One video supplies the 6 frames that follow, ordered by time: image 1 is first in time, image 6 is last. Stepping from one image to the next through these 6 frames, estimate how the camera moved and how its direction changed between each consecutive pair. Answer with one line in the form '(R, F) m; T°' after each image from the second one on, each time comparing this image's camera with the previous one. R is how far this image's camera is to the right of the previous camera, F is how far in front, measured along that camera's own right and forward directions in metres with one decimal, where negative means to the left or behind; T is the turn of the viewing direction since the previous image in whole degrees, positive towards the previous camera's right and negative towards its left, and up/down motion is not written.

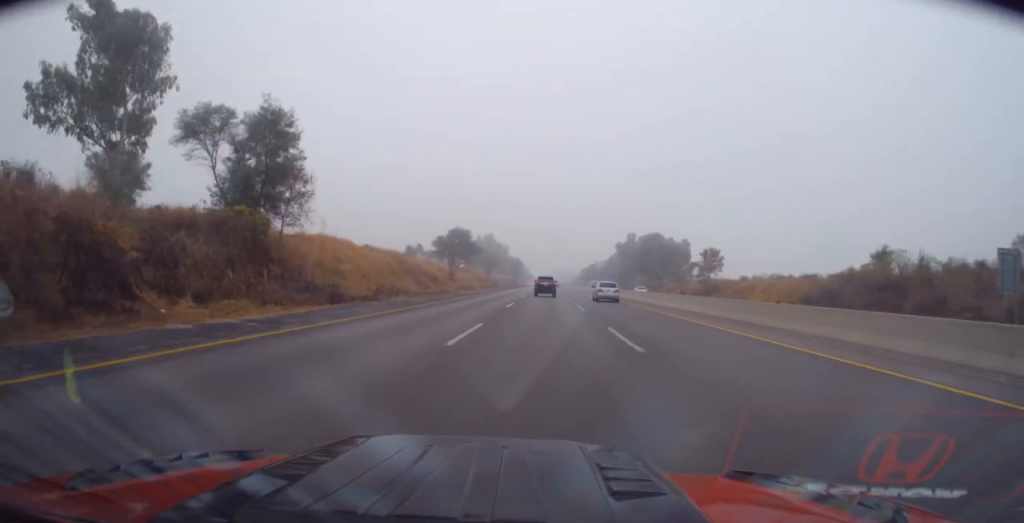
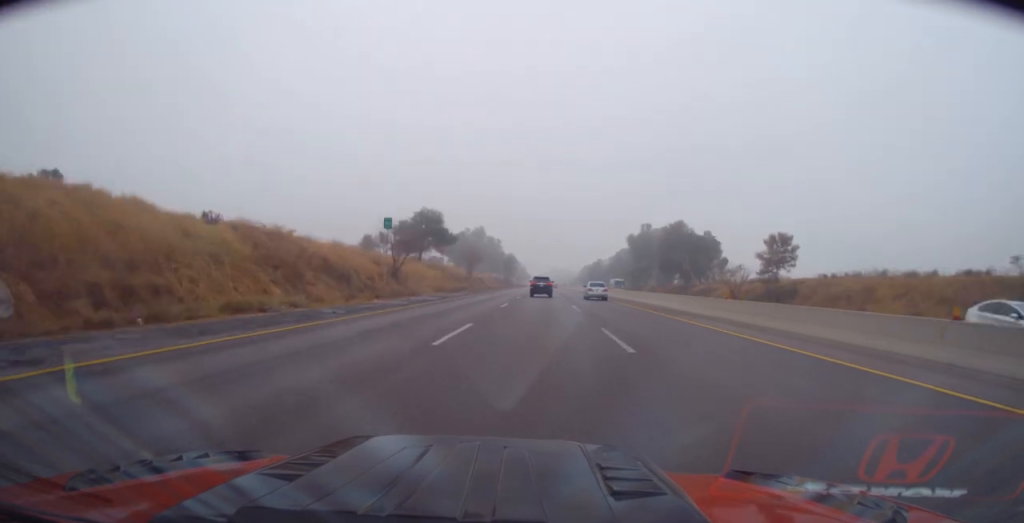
(+0.4, +35.8) m; +1°
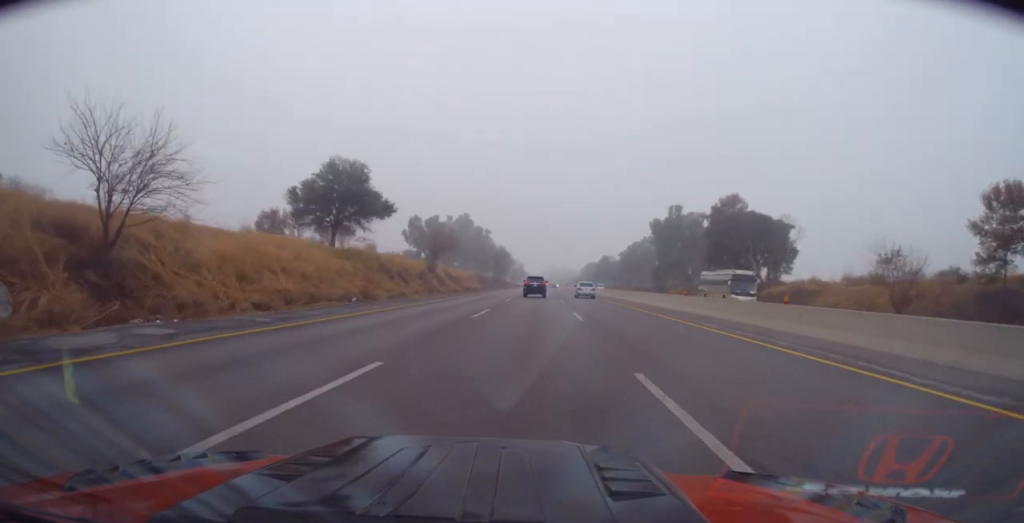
(-0.1, +44.2) m; -1°
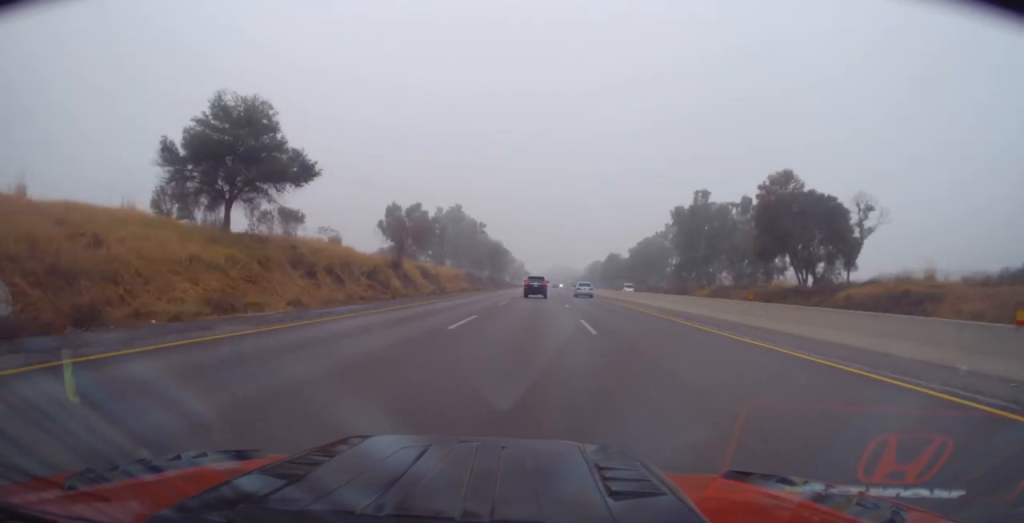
(-0.3, +23.1) m; 0°
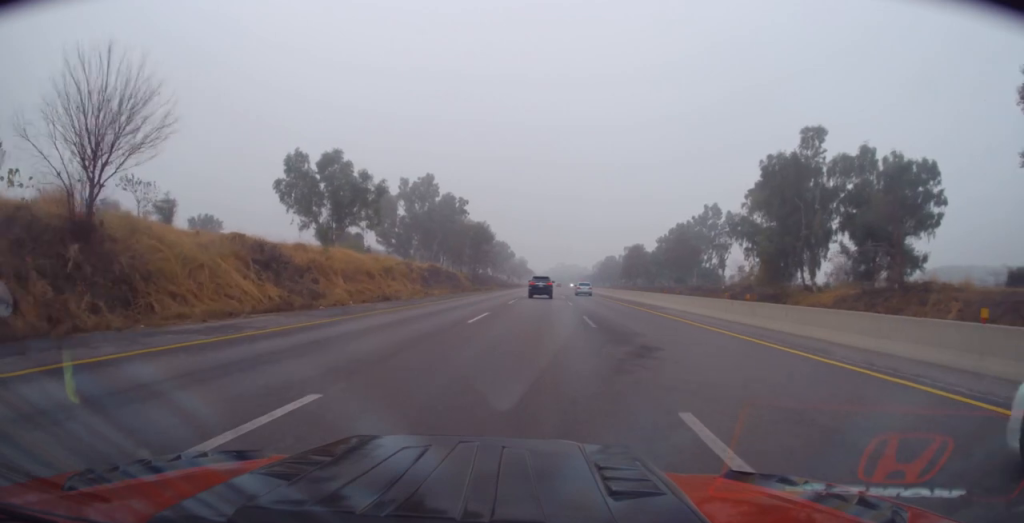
(0.0, +51.1) m; 0°
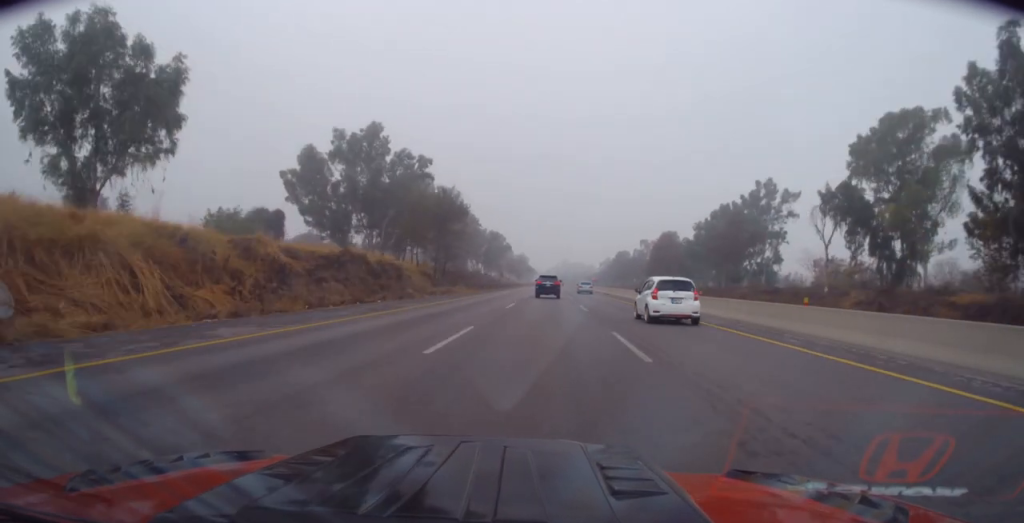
(+0.3, +43.6) m; 0°
